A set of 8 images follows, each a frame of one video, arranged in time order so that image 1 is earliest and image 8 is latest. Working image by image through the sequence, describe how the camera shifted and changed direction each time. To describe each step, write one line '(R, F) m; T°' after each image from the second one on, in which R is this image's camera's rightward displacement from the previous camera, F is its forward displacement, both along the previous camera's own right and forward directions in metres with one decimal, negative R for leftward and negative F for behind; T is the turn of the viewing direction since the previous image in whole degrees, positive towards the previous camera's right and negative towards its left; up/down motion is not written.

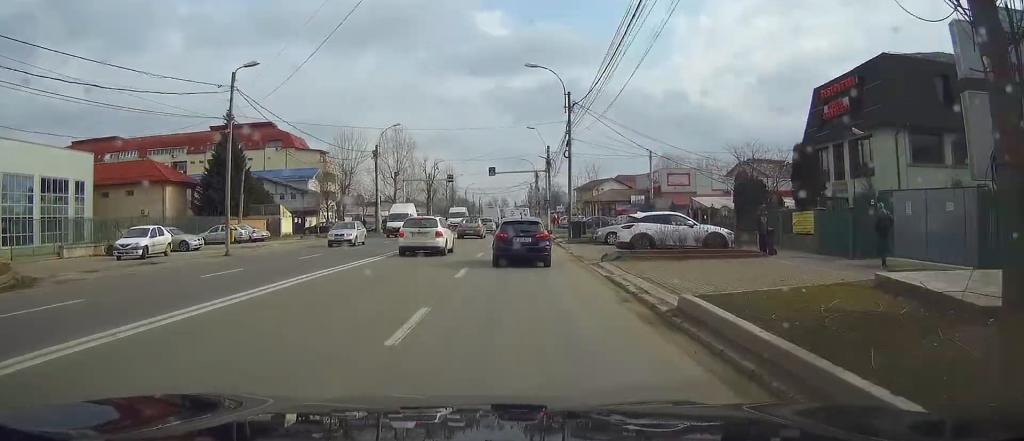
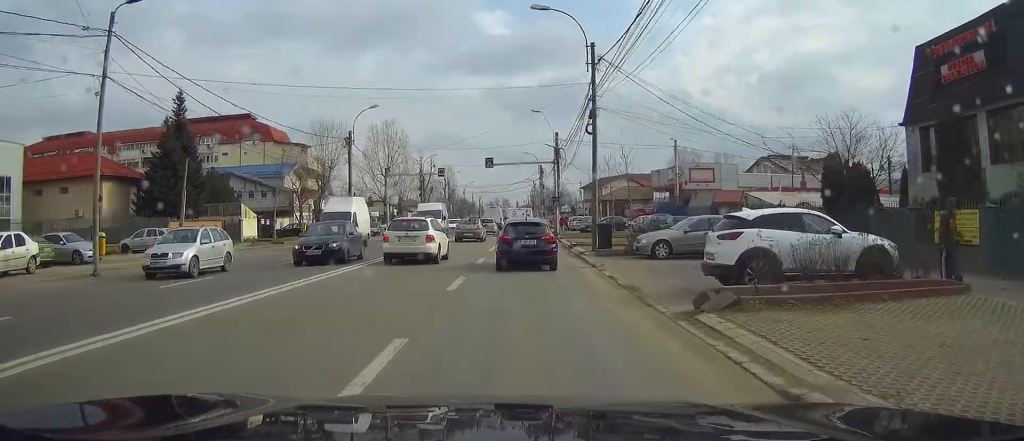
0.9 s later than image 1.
(0.0, +11.5) m; 0°
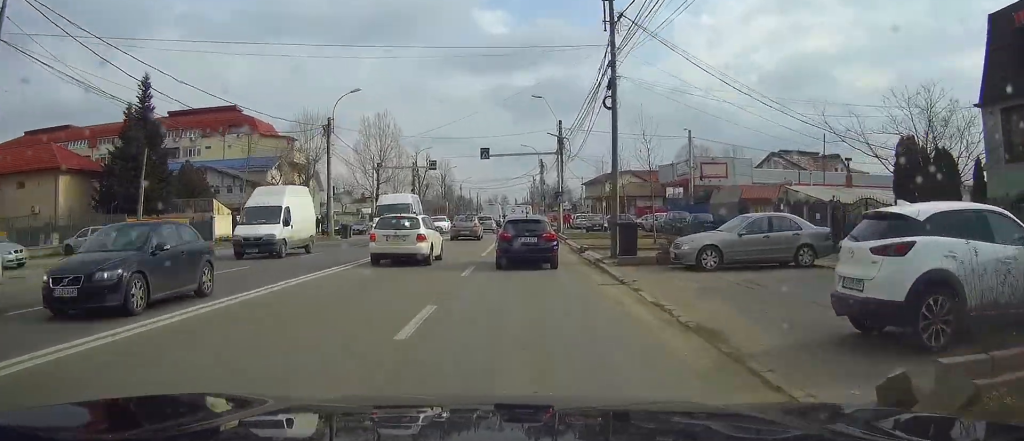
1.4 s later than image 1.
(0.0, +6.0) m; 0°
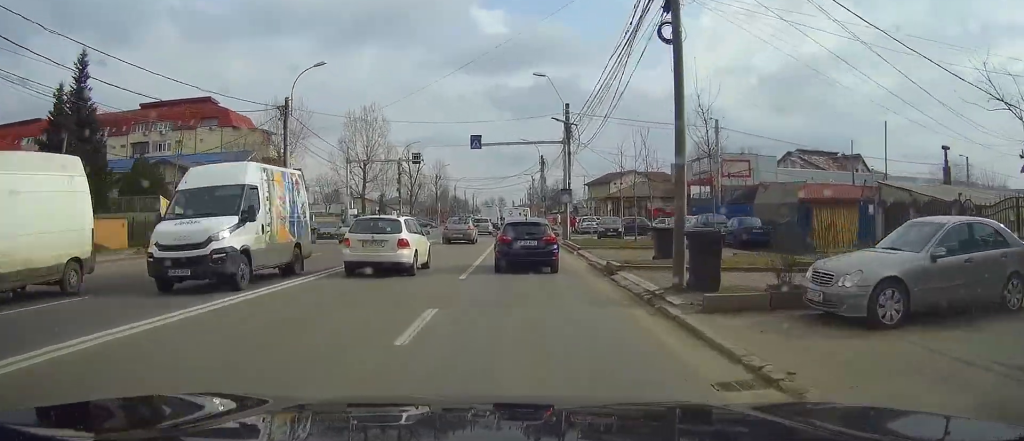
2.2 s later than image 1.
(0.0, +9.0) m; 0°
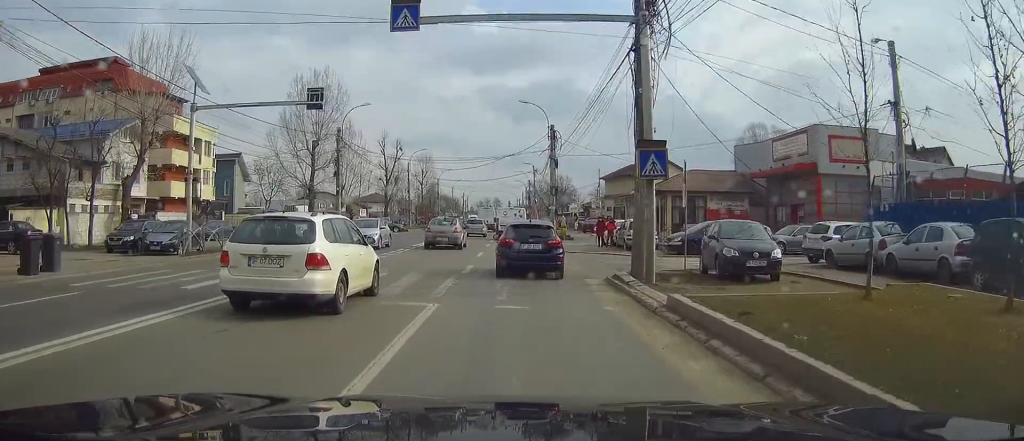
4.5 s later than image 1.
(0.0, +26.9) m; 0°
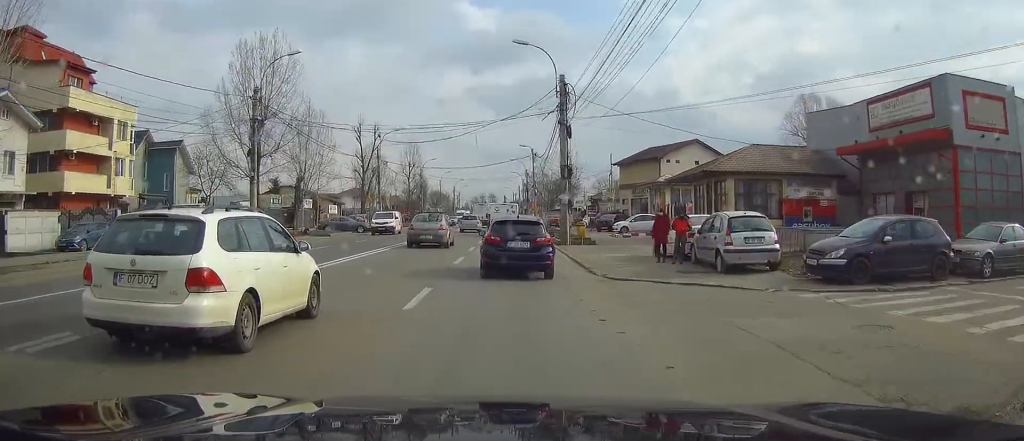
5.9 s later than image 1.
(-0.1, +17.0) m; 0°
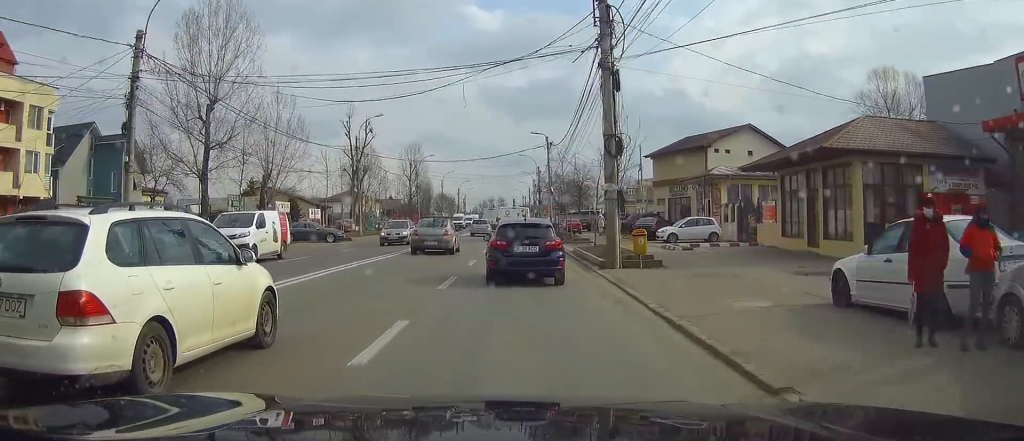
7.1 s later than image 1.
(0.0, +13.8) m; 0°
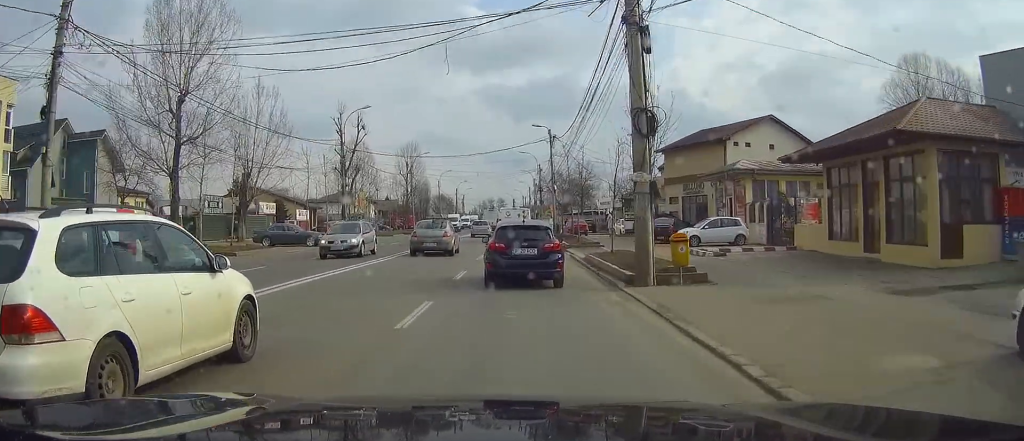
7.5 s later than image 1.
(0.0, +5.1) m; 0°
